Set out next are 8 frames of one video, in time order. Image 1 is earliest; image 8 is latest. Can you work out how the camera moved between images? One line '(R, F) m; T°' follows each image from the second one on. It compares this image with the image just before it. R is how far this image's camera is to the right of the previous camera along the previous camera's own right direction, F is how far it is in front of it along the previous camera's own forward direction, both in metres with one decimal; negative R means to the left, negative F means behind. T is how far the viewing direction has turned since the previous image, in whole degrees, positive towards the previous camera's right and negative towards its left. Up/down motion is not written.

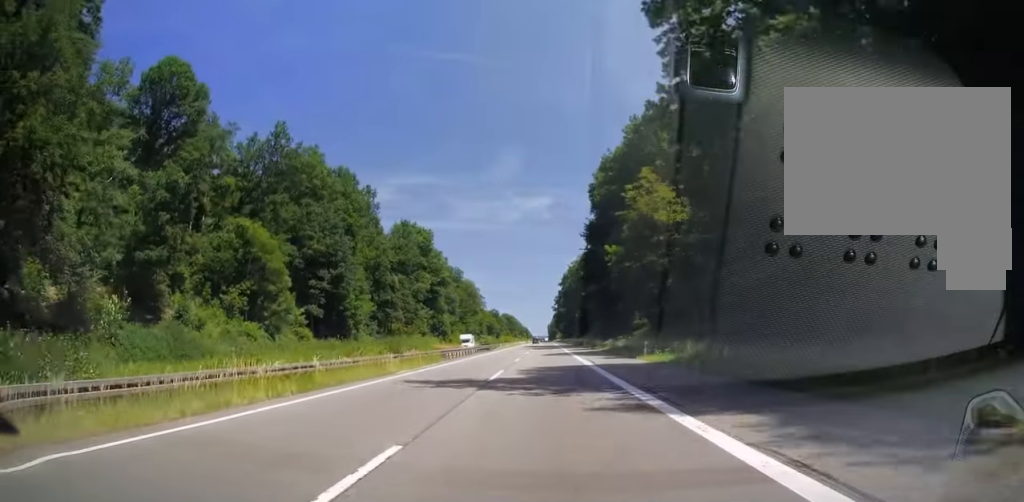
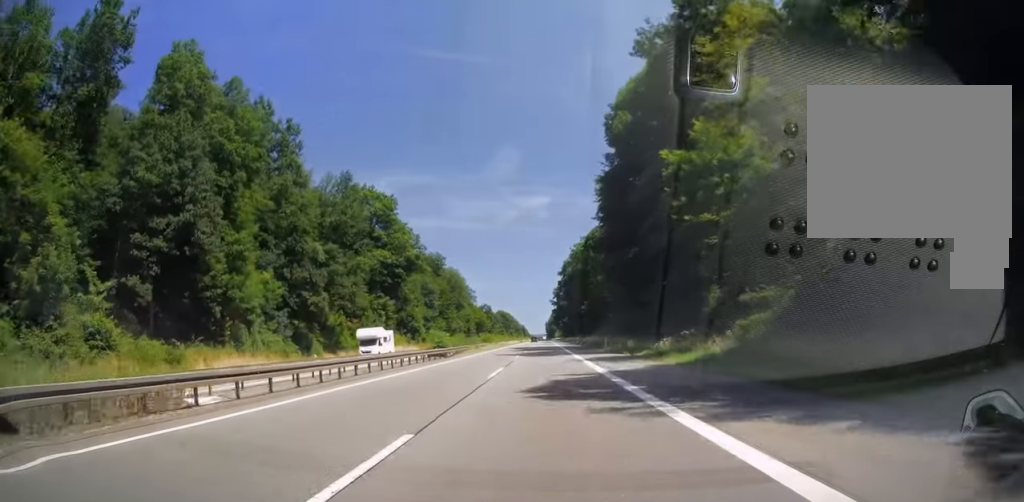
(-0.1, +35.2) m; 0°
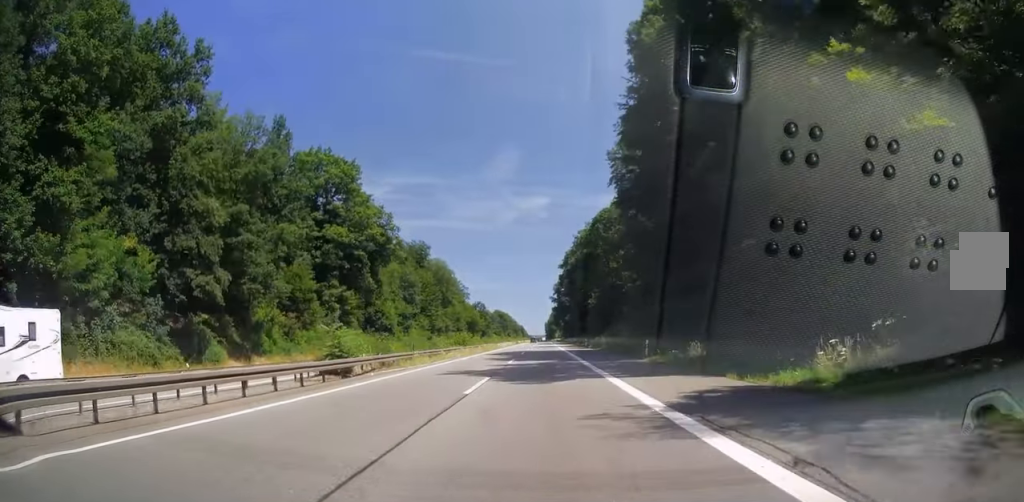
(0.0, +23.5) m; 0°
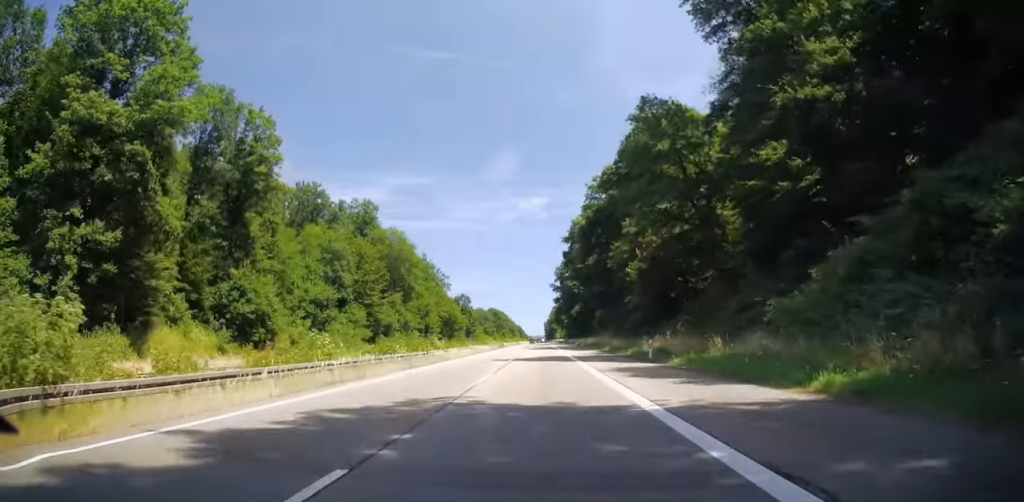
(+0.6, +50.9) m; +1°
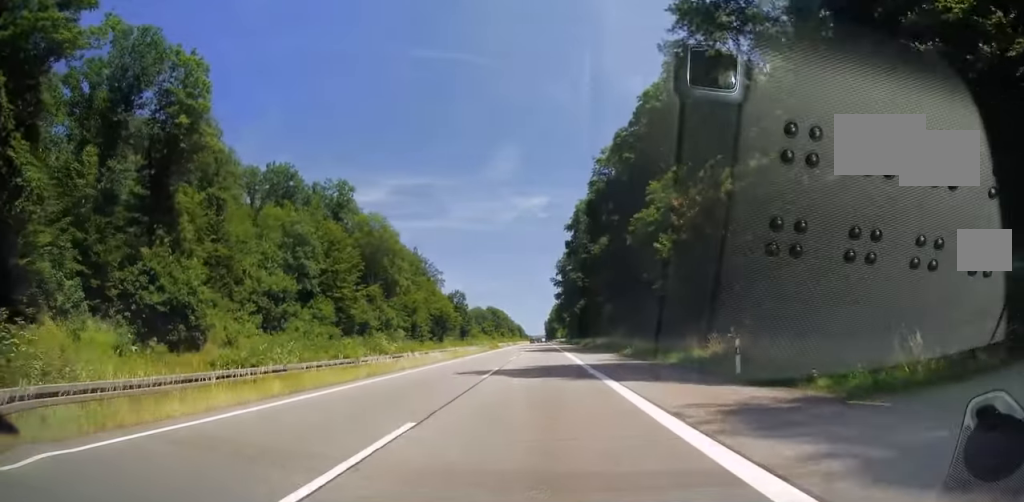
(+0.1, +14.7) m; 0°
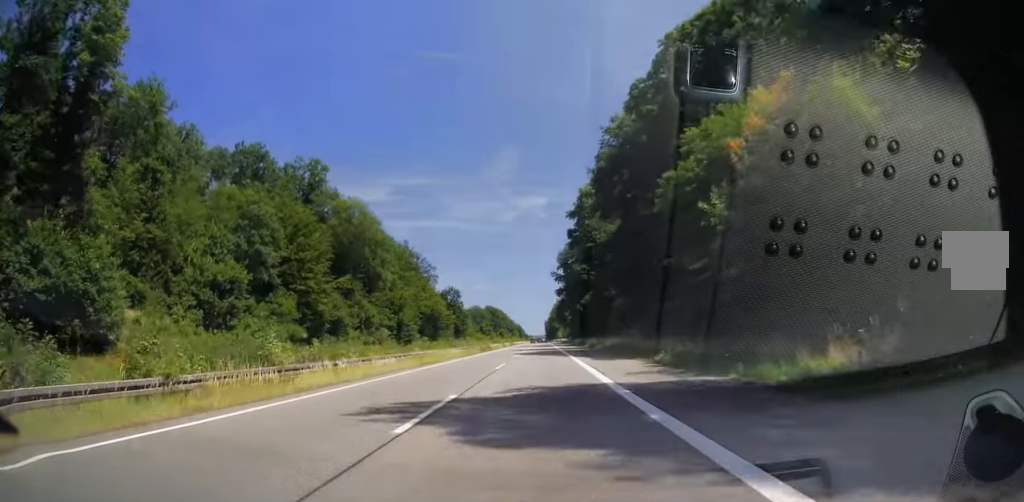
(-0.1, +12.7) m; 0°
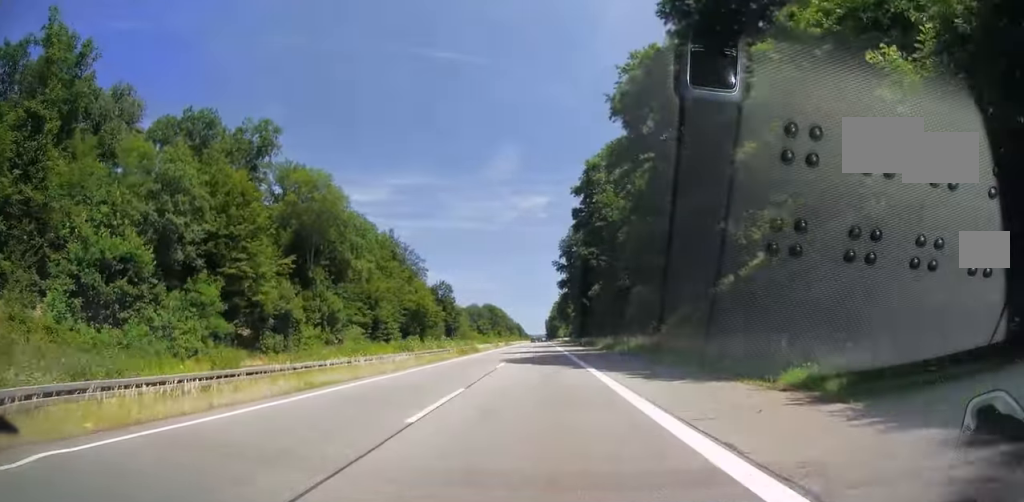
(-0.1, +17.1) m; 0°
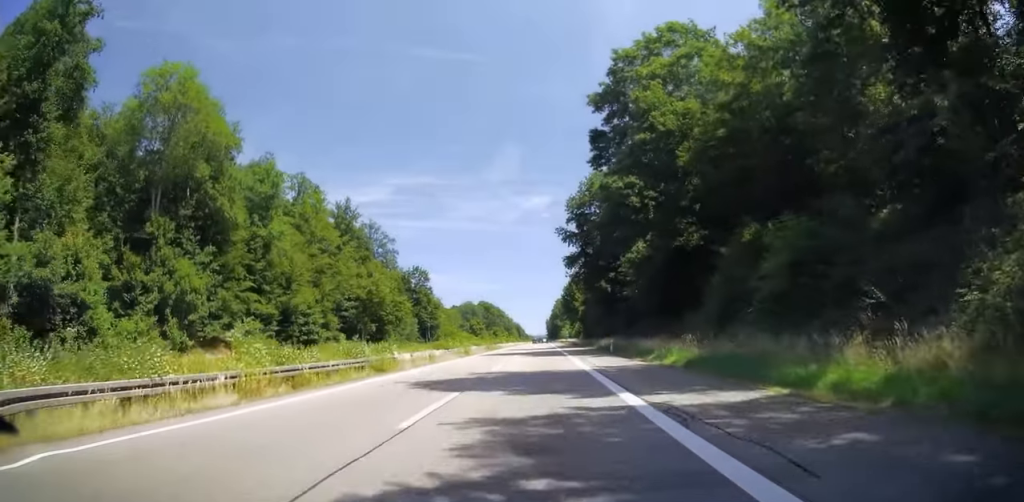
(+0.2, +36.3) m; +1°
